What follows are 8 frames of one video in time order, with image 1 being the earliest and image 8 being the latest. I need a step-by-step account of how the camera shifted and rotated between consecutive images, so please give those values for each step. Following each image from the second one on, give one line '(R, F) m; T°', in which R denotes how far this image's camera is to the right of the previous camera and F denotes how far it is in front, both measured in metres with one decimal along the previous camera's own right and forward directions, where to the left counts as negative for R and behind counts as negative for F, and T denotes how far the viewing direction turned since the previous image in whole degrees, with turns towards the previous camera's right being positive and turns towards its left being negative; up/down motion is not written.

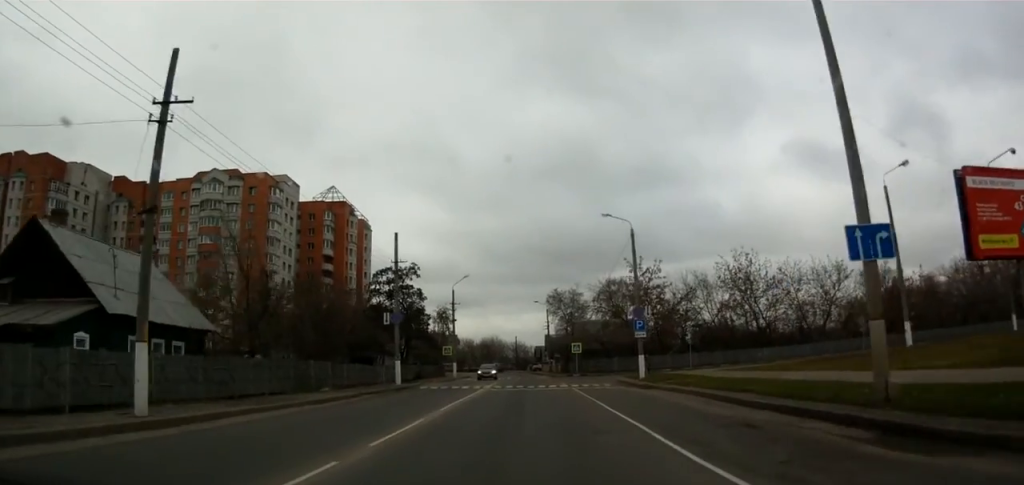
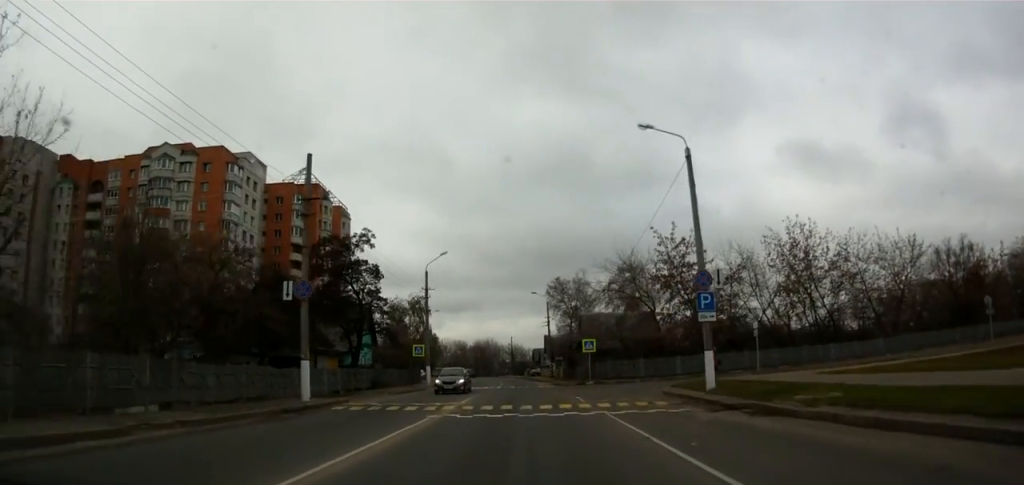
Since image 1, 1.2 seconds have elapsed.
(-0.1, +16.4) m; +1°
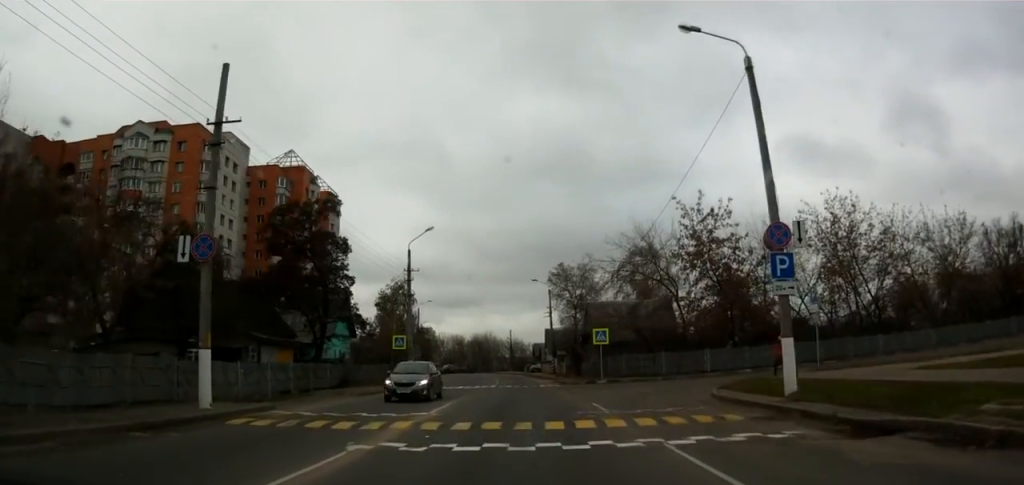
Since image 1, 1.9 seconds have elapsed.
(+0.1, +8.8) m; 0°
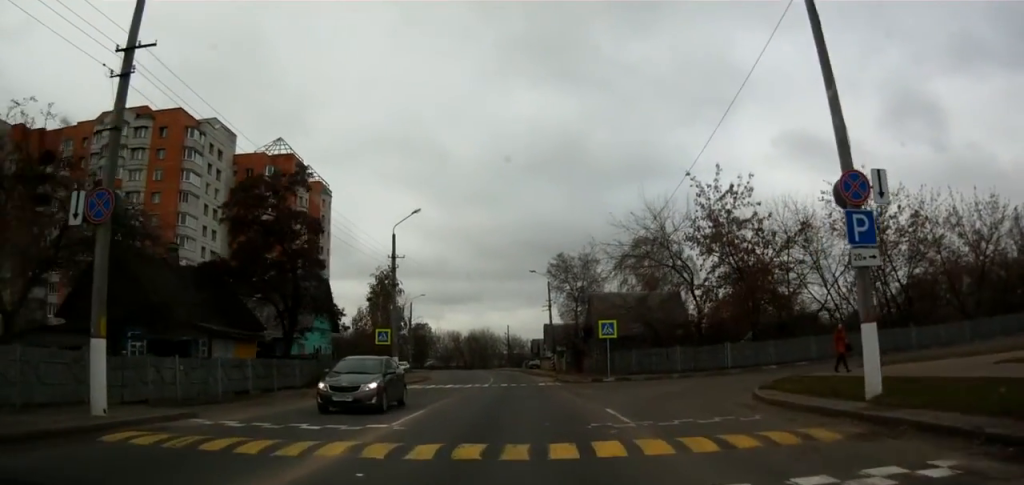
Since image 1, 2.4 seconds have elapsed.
(0.0, +5.4) m; -1°
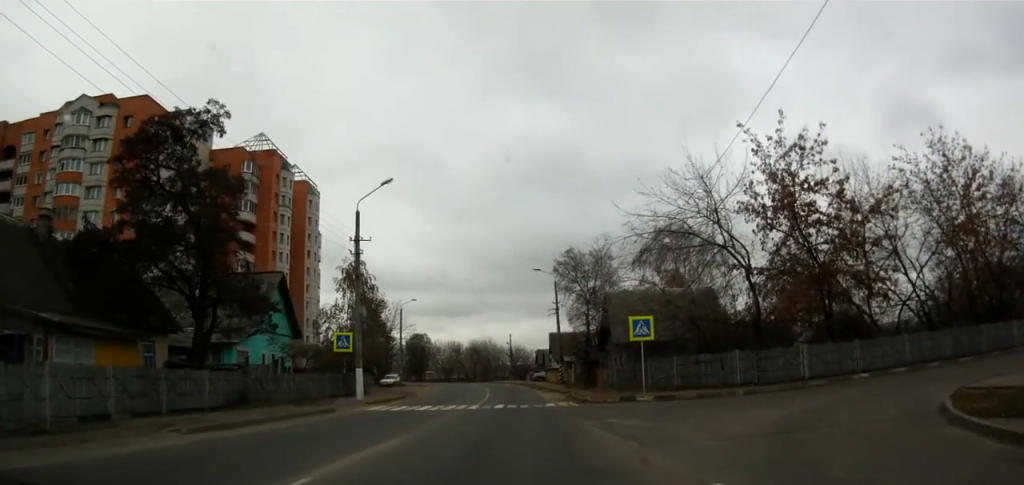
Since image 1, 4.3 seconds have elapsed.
(+0.4, +15.1) m; +3°
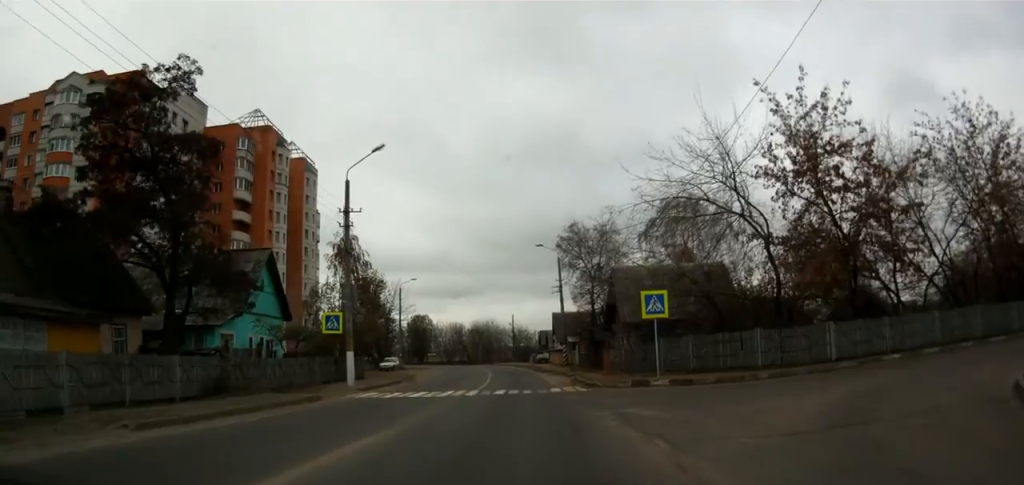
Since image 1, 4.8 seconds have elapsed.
(+0.1, +3.0) m; -1°
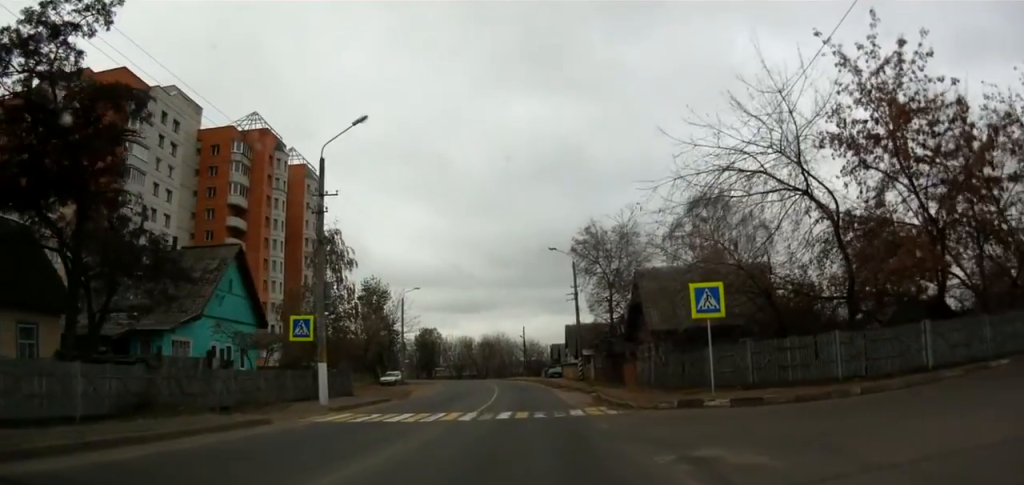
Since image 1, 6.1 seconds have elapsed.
(-0.6, +6.0) m; -5°
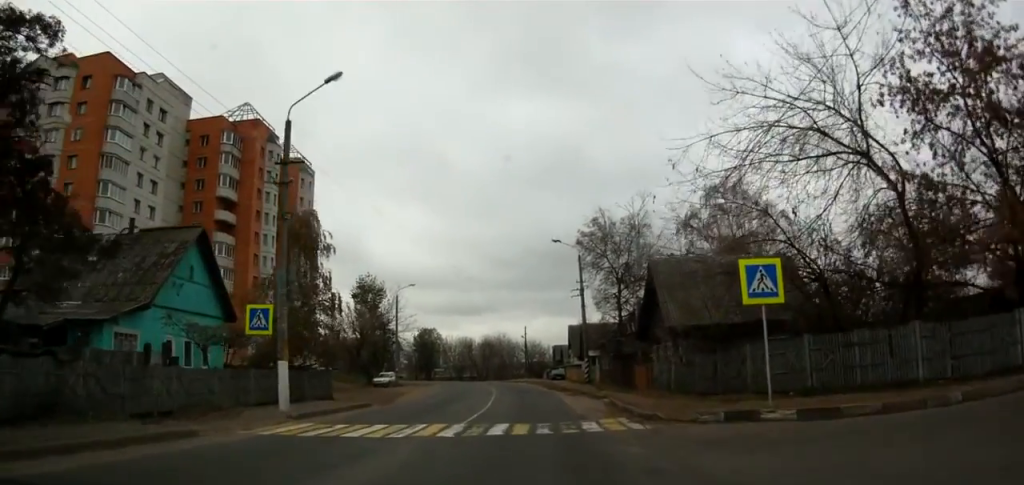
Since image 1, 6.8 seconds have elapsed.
(0.0, +3.4) m; +1°
